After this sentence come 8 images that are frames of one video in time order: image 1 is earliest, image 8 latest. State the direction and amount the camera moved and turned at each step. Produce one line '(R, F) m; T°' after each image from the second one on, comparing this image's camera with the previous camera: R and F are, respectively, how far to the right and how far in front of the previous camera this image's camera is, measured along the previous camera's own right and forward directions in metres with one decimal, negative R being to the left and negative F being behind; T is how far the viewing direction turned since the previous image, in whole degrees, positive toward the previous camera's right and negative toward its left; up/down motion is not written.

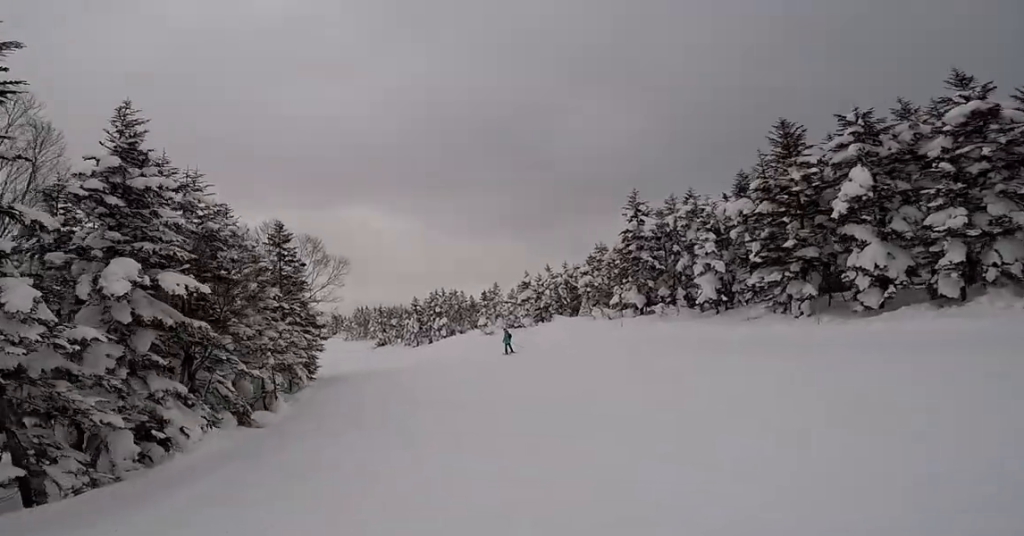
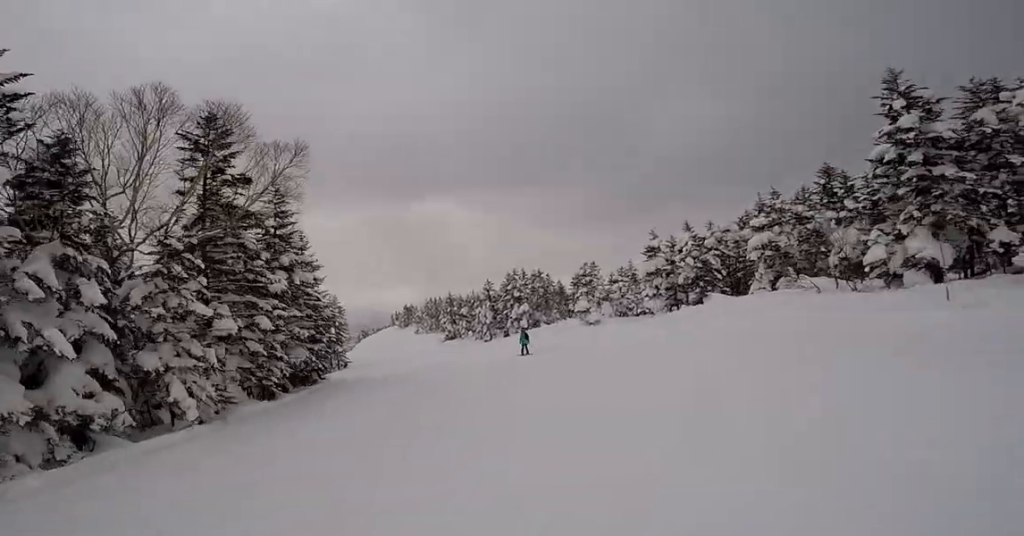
(-1.0, +14.3) m; -8°
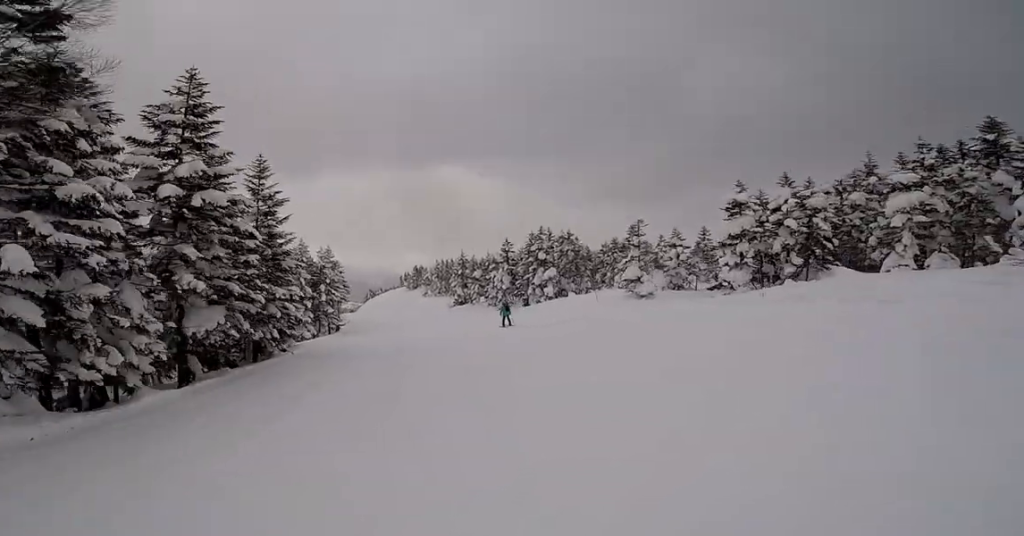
(-0.6, +7.6) m; -6°
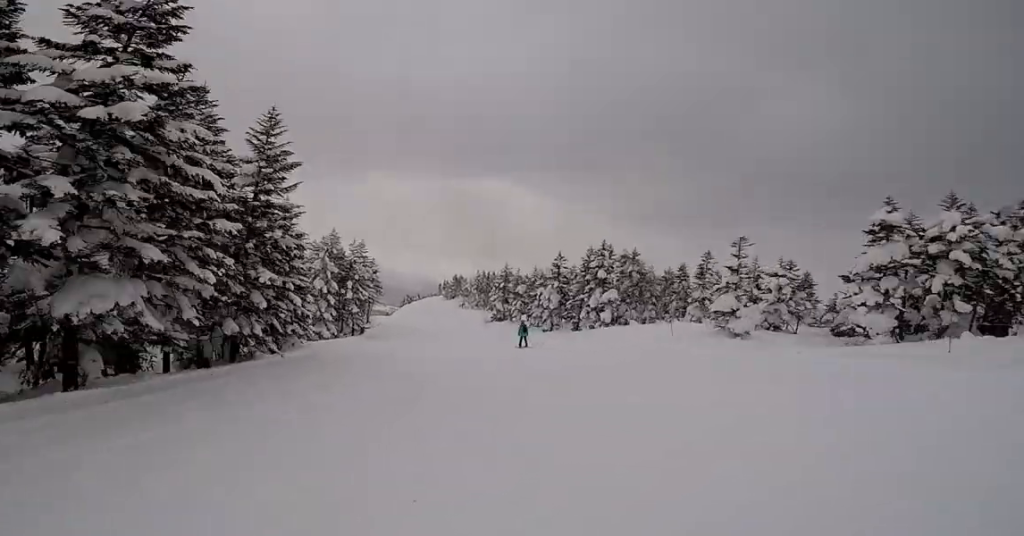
(-0.9, +5.3) m; -4°
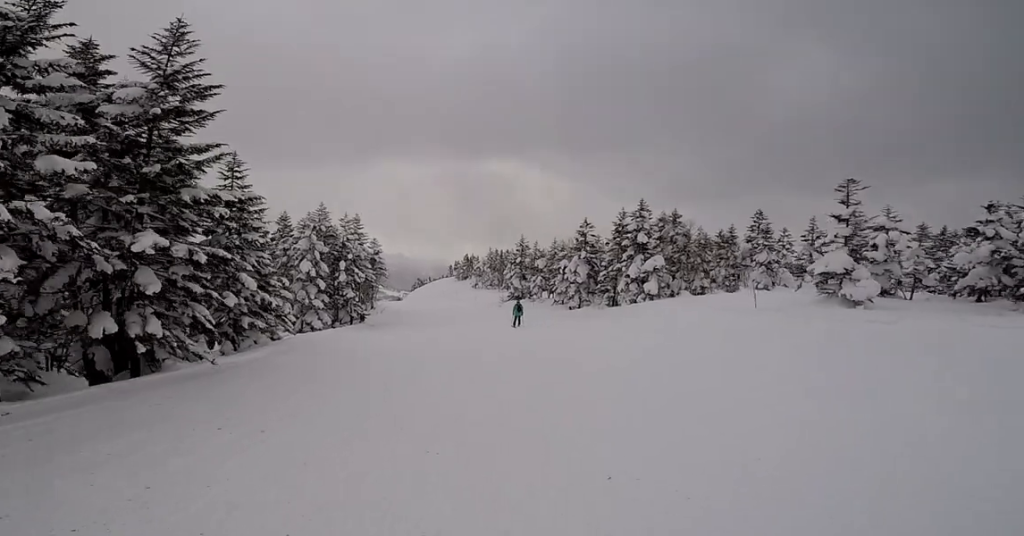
(+0.8, +5.9) m; 0°
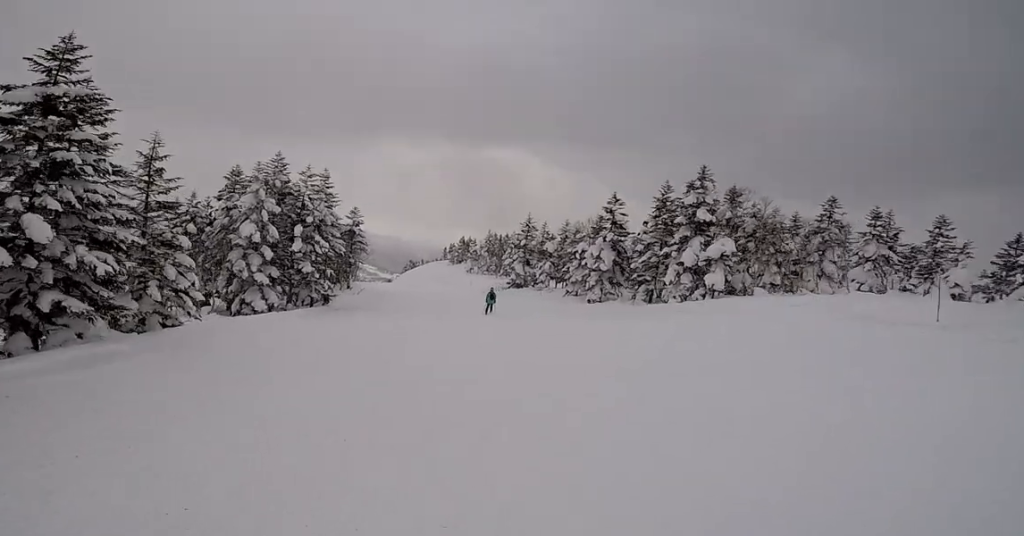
(-0.2, +8.1) m; 0°
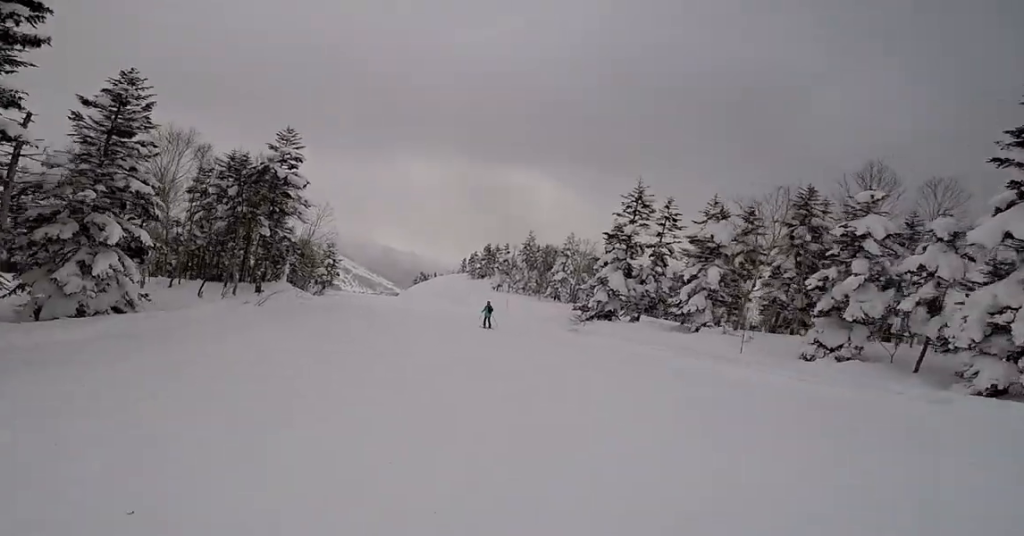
(-0.7, +24.4) m; -7°
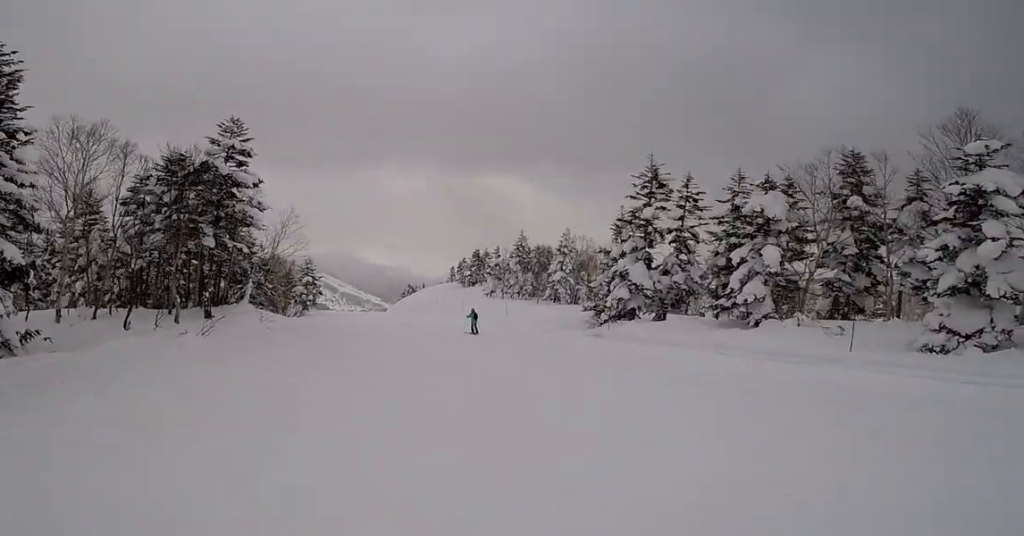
(0.0, +3.8) m; 0°
